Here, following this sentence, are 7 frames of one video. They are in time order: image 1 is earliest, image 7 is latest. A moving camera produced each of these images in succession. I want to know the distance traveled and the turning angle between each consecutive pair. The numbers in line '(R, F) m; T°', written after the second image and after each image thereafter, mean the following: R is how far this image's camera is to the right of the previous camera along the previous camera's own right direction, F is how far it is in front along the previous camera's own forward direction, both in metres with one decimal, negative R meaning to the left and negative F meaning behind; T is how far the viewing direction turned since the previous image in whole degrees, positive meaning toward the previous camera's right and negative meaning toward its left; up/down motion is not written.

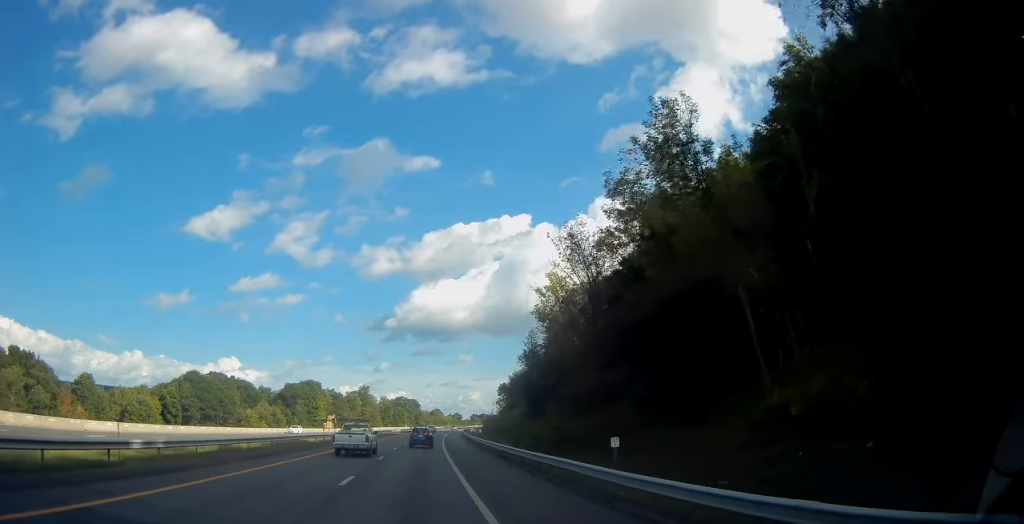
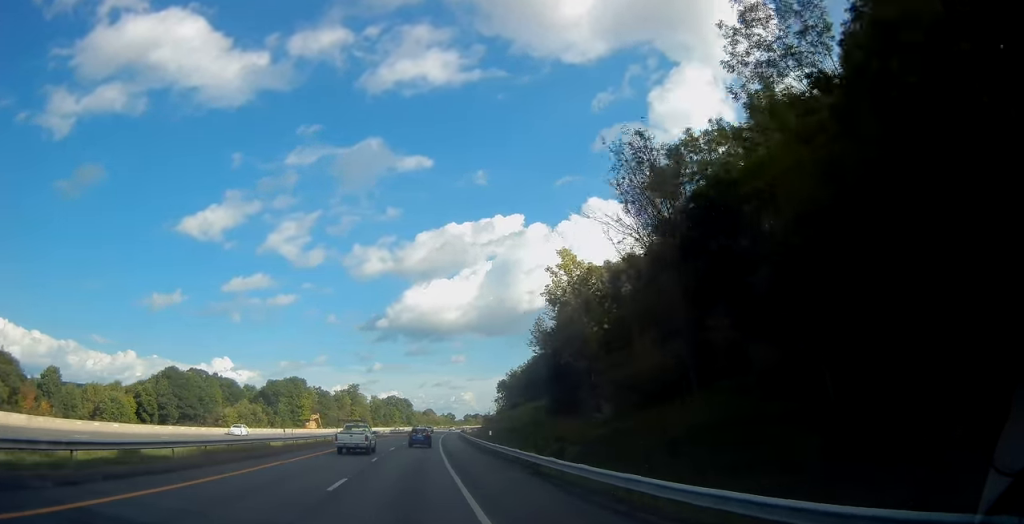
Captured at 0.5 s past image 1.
(-0.1, +13.3) m; +1°
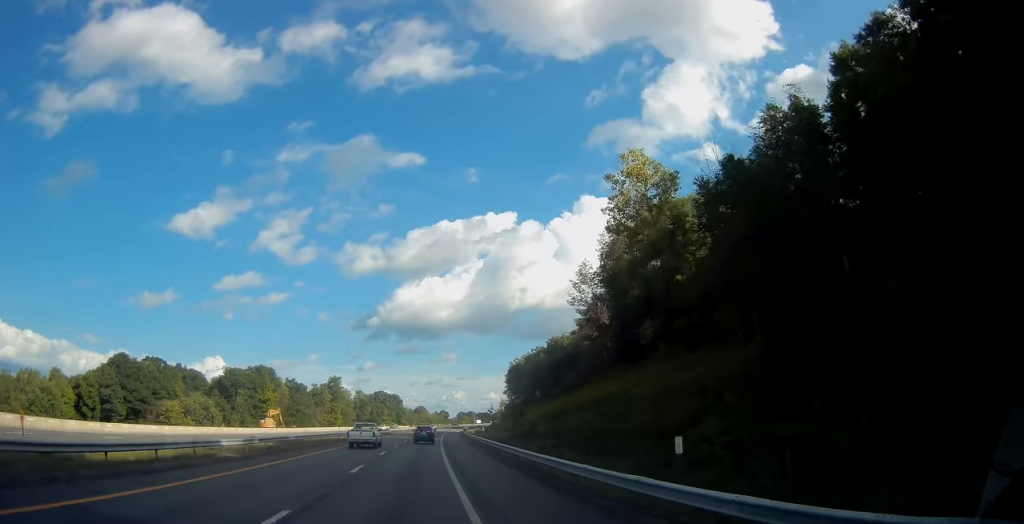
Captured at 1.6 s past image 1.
(+0.5, +31.5) m; +1°
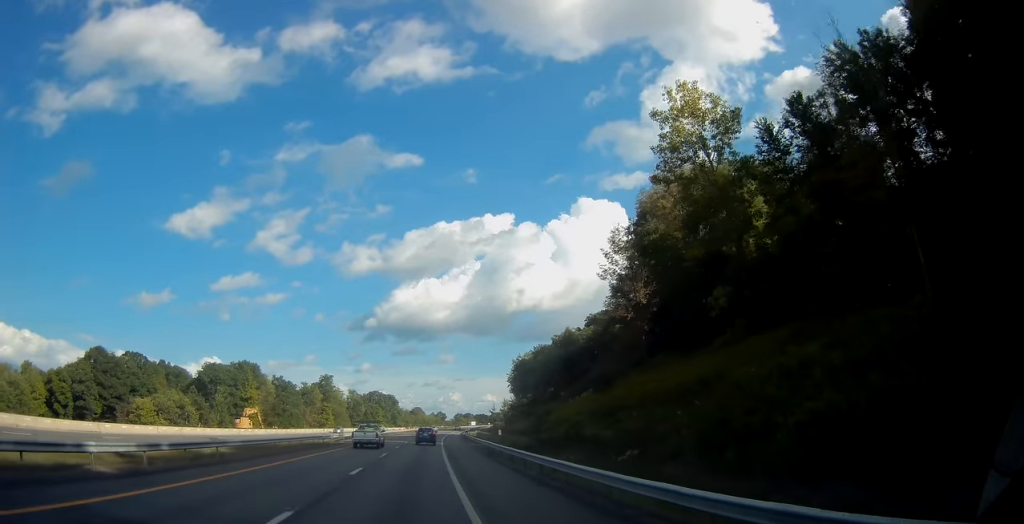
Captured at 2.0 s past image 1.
(-0.1, +12.4) m; 0°
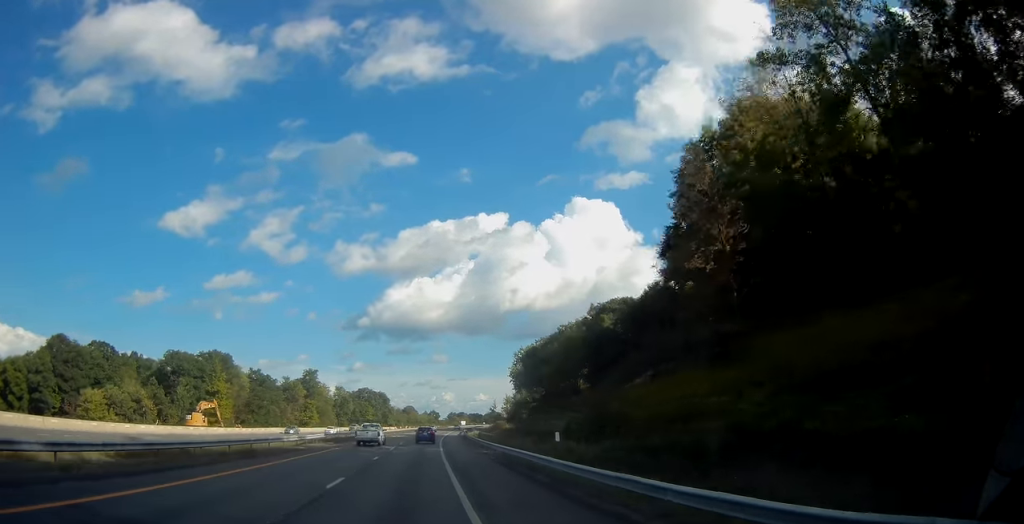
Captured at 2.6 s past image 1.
(0.0, +17.2) m; +1°
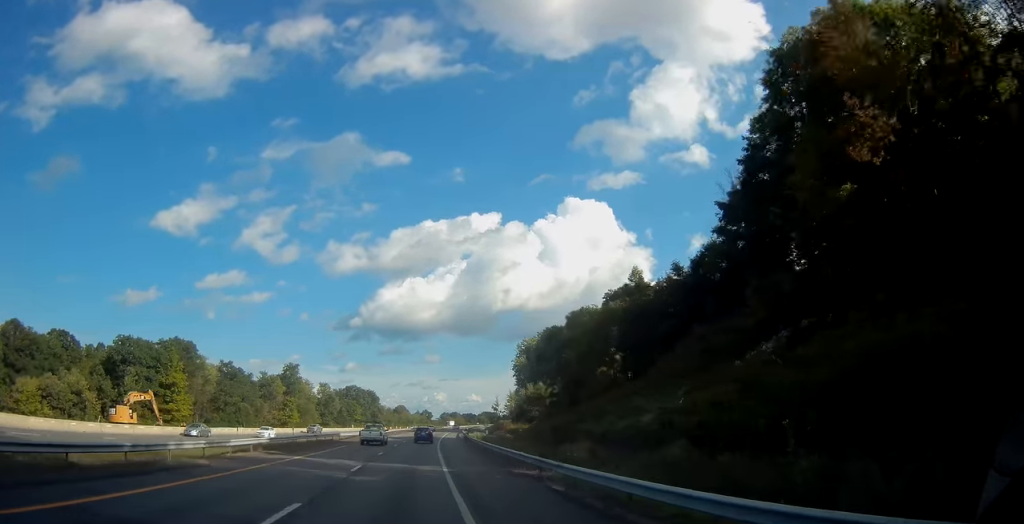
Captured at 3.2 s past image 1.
(+0.4, +18.1) m; +1°
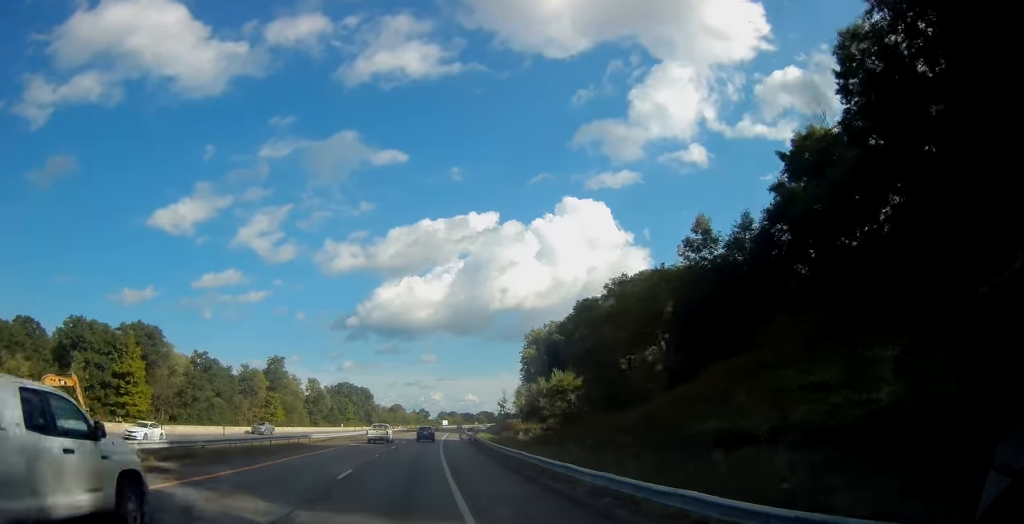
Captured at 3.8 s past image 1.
(0.0, +15.3) m; 0°
